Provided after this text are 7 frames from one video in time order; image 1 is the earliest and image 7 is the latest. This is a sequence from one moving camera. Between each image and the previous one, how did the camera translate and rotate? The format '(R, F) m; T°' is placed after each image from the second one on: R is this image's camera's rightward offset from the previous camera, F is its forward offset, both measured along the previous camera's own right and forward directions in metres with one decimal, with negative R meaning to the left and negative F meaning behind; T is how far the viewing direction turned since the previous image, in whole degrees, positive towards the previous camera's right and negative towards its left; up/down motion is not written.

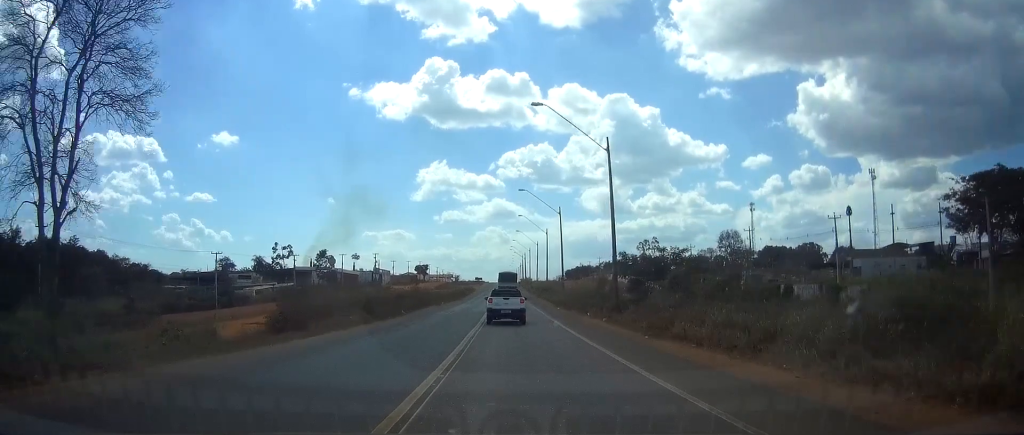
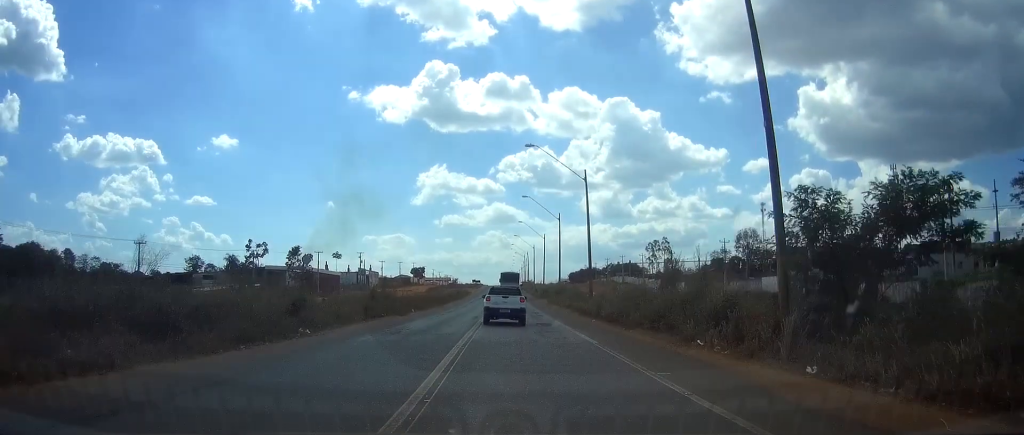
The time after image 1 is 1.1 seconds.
(+0.2, +23.2) m; 0°
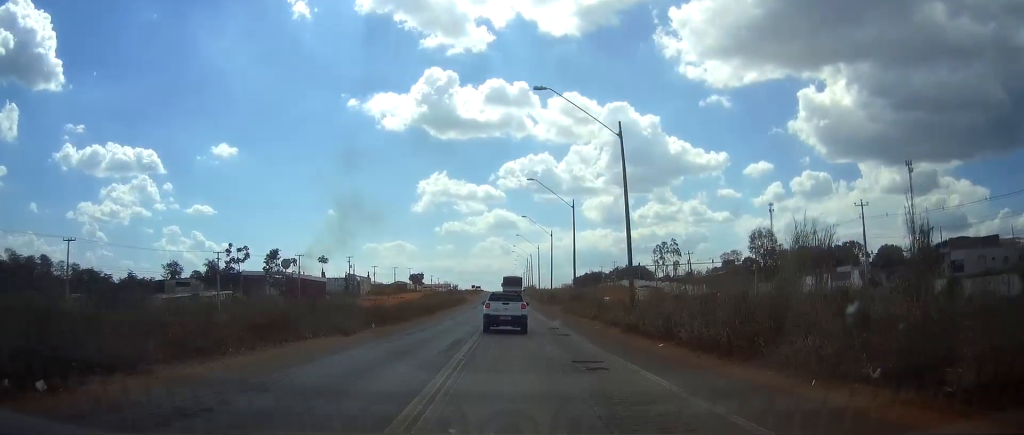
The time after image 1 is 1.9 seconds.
(-0.2, +15.4) m; 0°
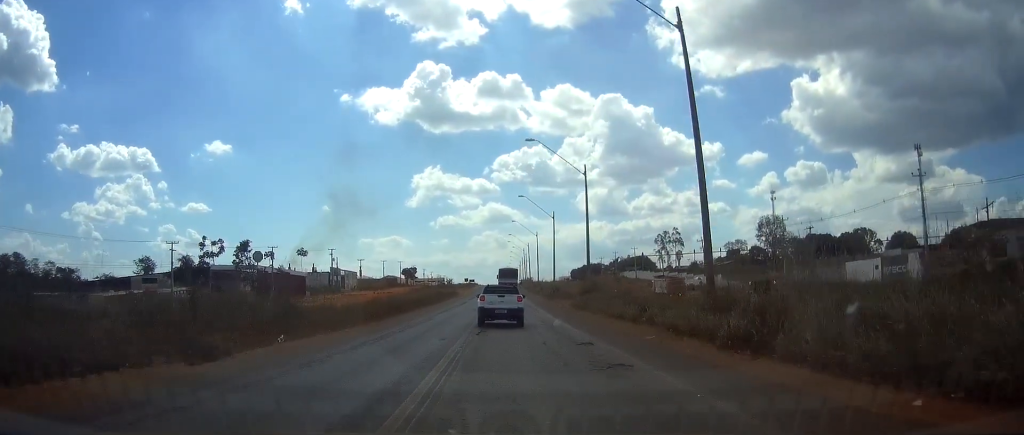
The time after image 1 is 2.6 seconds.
(0.0, +14.4) m; 0°
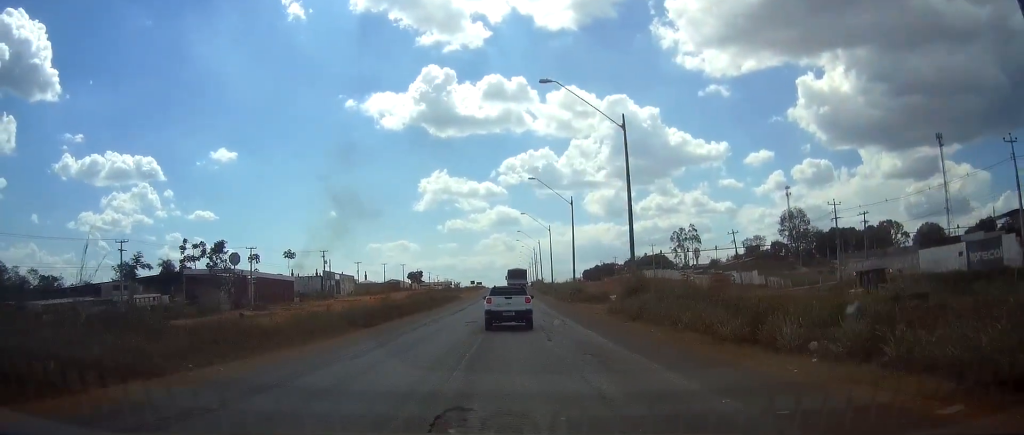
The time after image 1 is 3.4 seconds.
(+0.1, +14.9) m; 0°
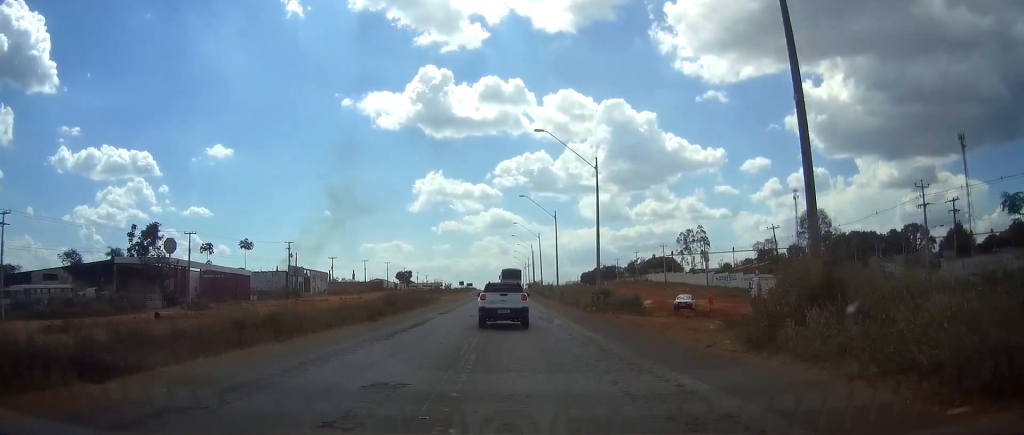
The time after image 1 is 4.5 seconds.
(+0.1, +21.2) m; 0°
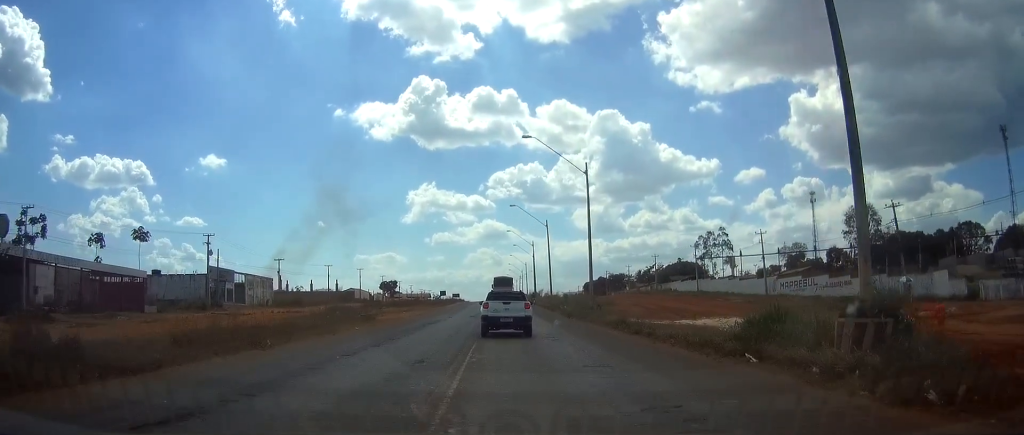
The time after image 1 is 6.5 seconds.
(+0.2, +36.2) m; +1°
